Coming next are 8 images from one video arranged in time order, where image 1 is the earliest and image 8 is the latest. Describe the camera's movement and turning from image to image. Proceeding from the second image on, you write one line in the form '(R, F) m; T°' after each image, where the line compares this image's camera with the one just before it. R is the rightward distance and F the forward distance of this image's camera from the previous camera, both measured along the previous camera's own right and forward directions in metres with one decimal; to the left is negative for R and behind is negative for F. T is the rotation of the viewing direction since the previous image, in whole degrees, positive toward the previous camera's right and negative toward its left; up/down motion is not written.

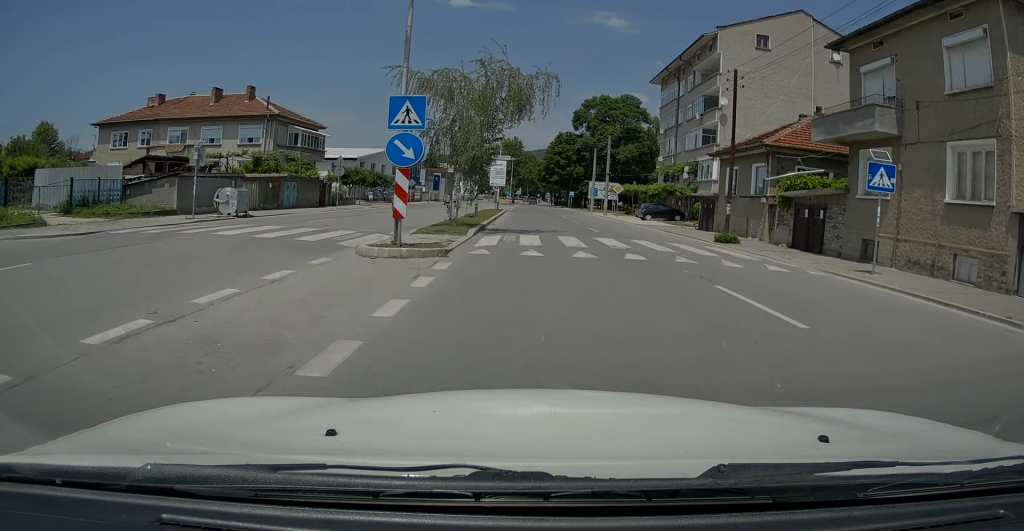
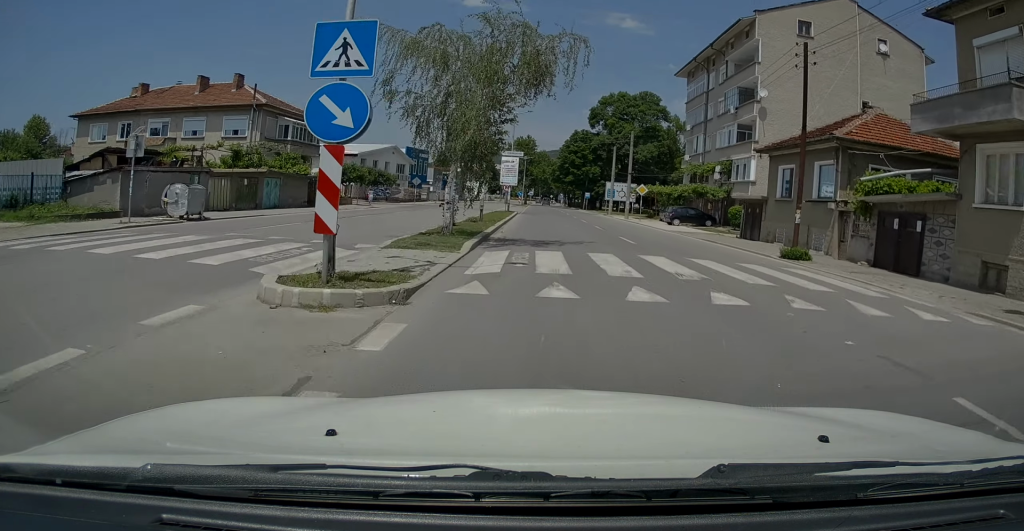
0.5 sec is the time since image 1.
(0.0, +5.4) m; -3°
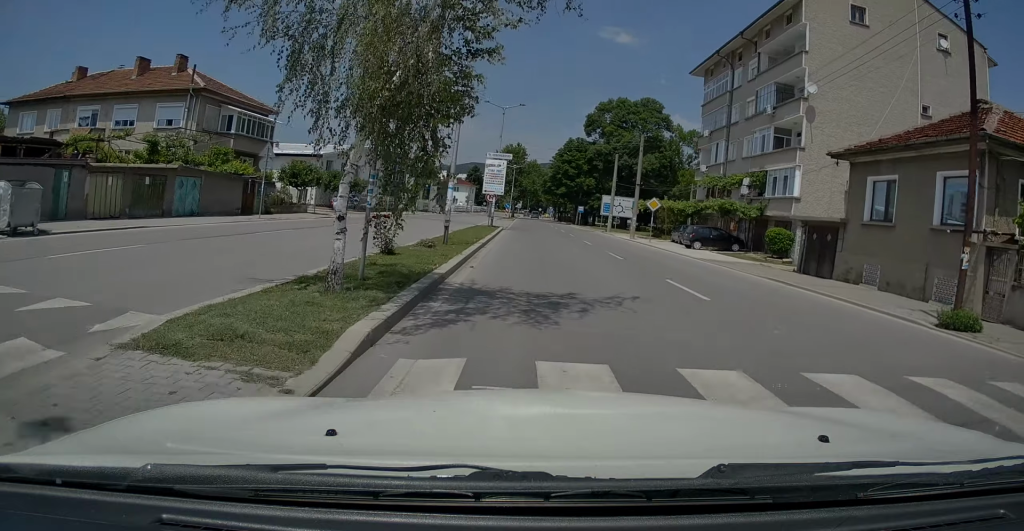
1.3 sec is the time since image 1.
(-0.6, +8.7) m; -2°
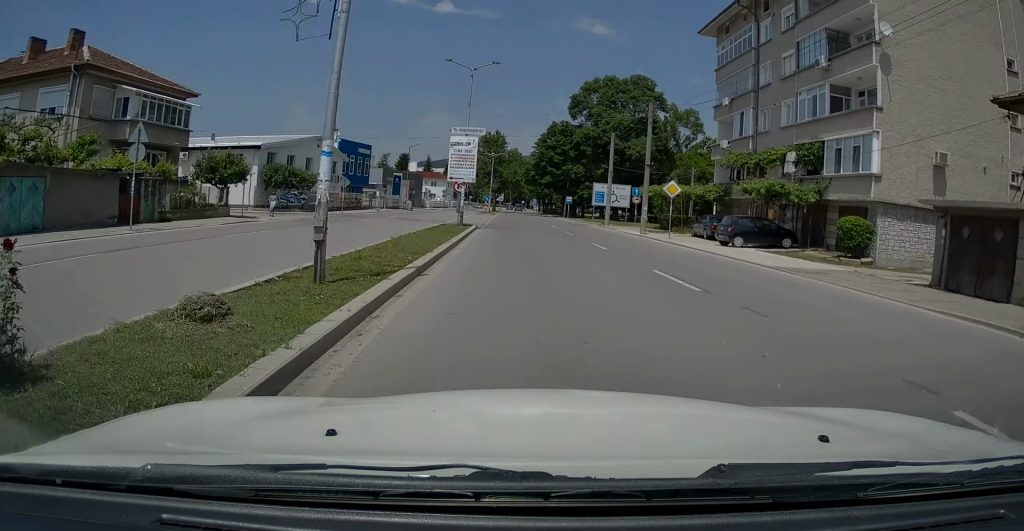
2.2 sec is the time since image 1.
(0.0, +9.7) m; +1°
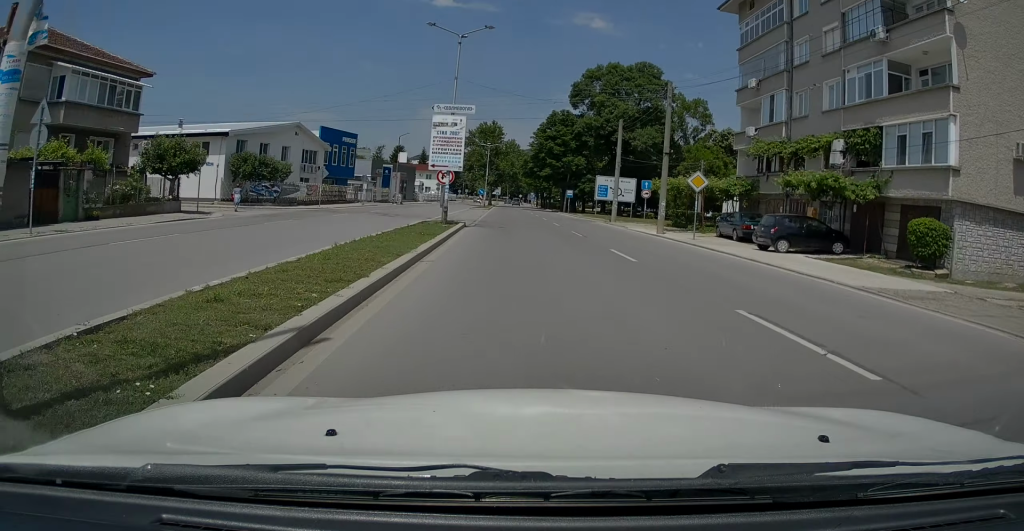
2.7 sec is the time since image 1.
(+0.1, +5.1) m; +1°
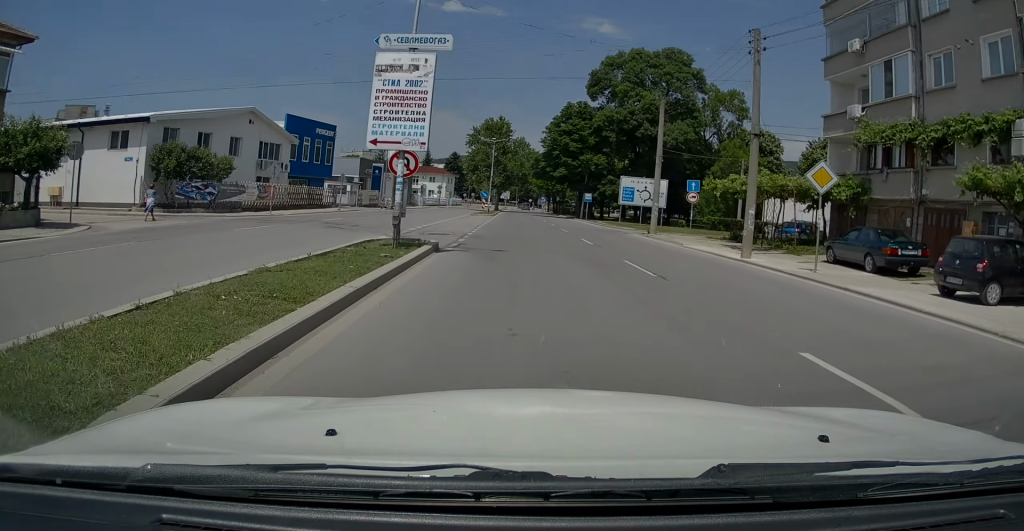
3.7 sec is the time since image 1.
(+0.1, +10.5) m; +1°
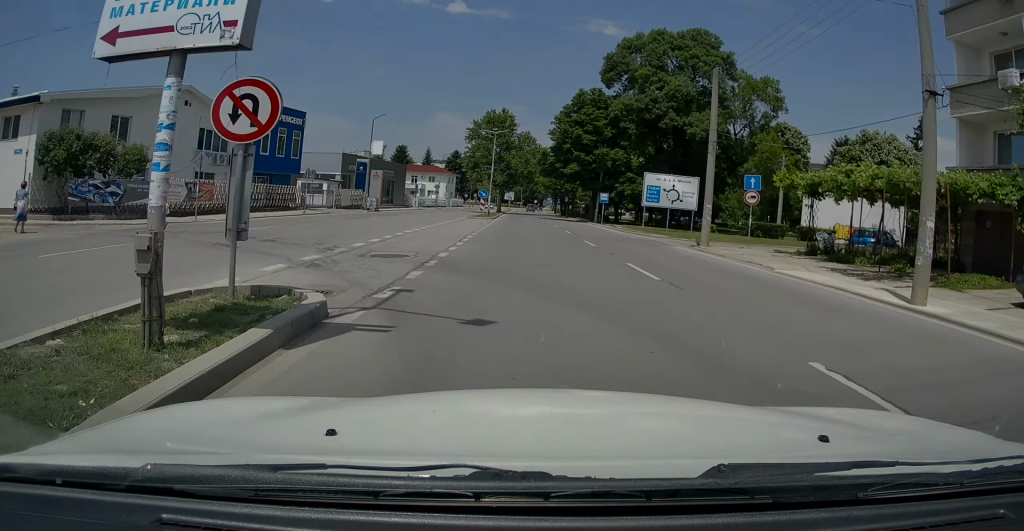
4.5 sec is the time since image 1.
(+0.1, +8.6) m; 0°
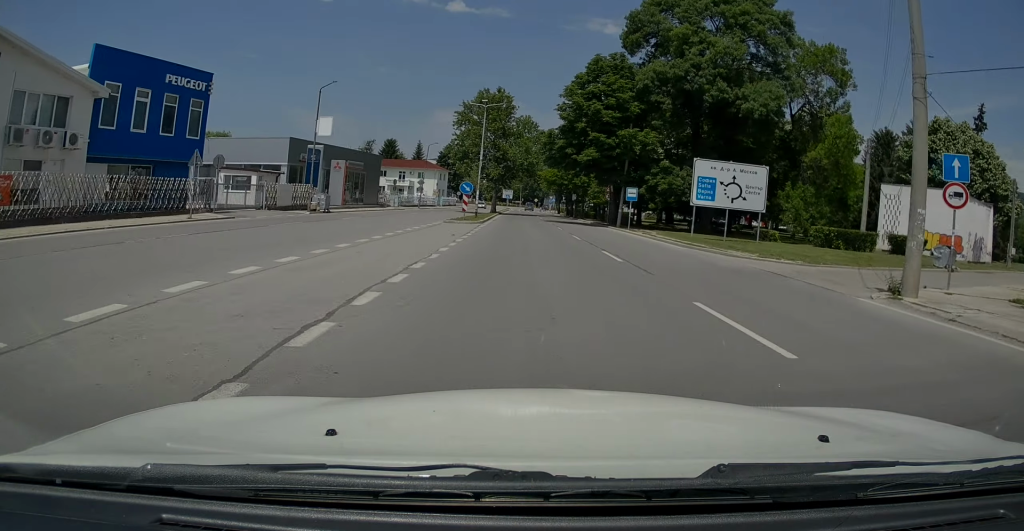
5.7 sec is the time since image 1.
(-0.1, +14.1) m; 0°
